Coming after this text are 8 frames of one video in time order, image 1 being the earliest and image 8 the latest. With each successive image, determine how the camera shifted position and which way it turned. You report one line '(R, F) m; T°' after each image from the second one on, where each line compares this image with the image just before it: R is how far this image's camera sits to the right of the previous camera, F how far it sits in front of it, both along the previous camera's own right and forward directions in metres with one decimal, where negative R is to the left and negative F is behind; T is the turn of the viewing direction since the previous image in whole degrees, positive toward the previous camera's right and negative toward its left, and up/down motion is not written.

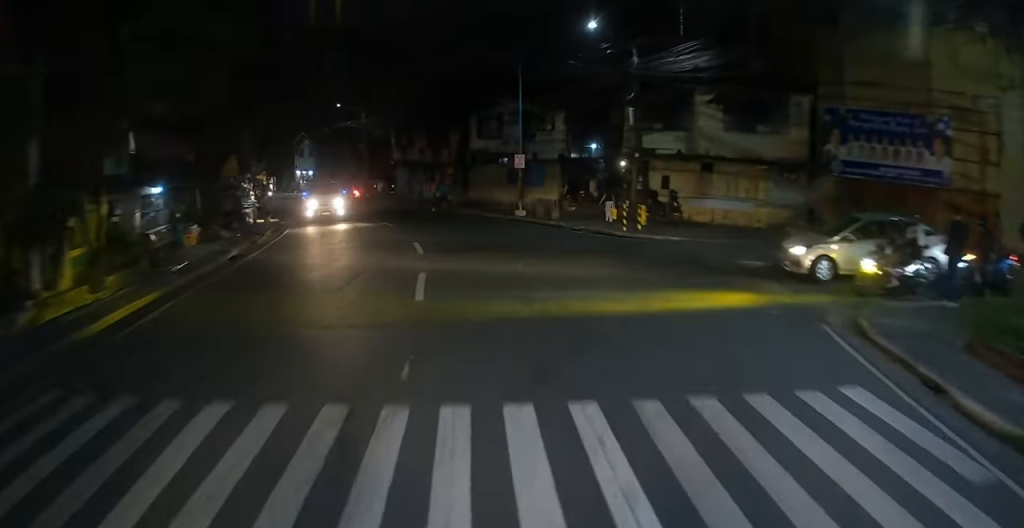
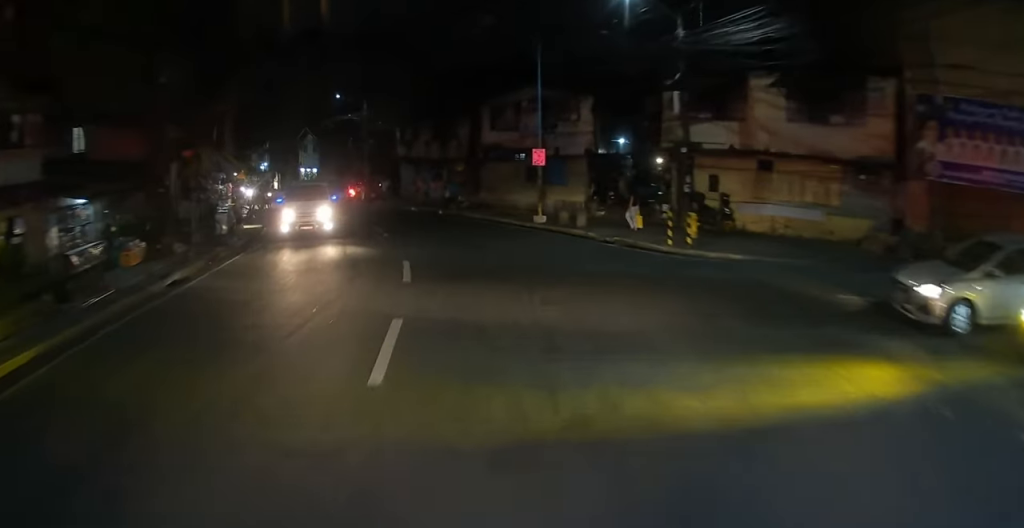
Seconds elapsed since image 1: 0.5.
(+0.3, +4.7) m; -4°
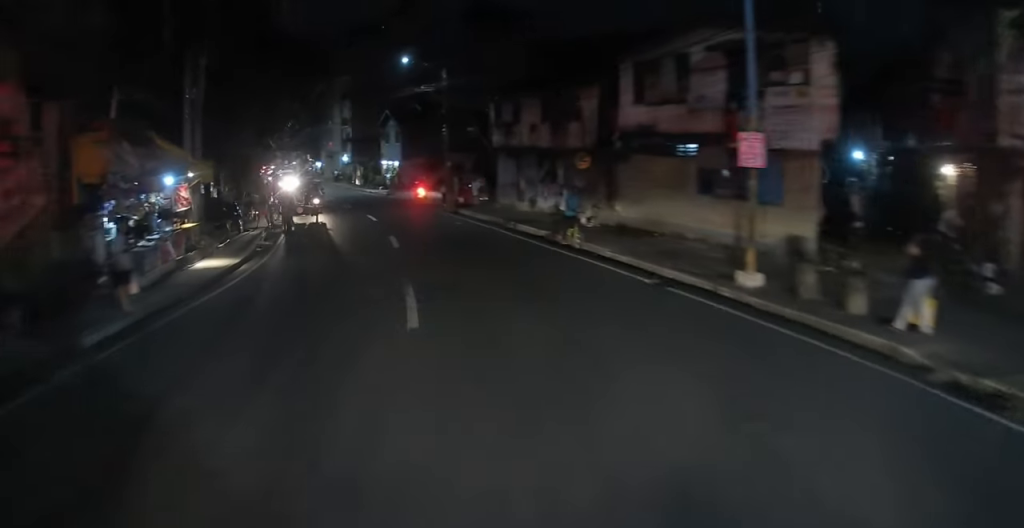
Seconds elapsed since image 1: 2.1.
(-2.6, +12.8) m; -17°
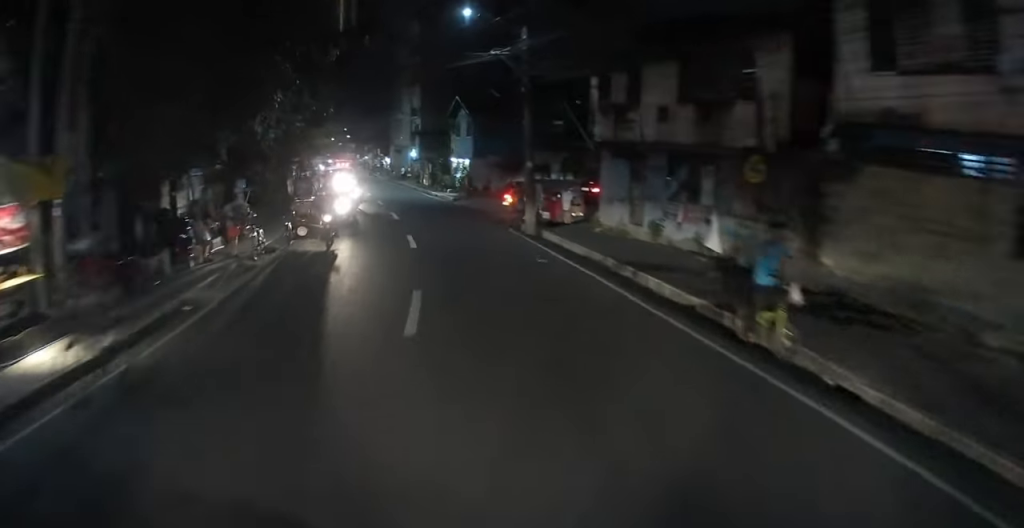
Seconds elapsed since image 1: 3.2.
(-0.7, +9.1) m; -8°
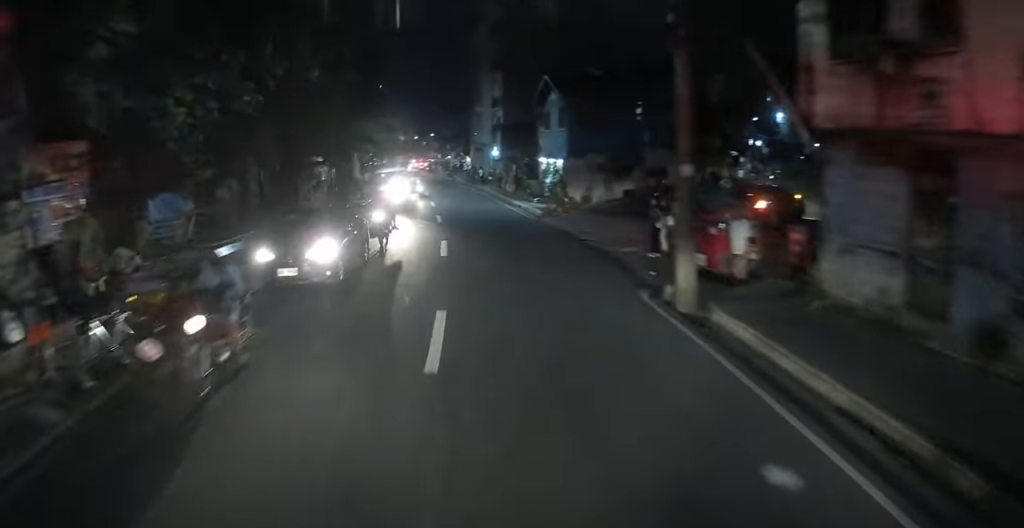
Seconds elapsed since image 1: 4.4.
(-0.7, +10.1) m; -7°
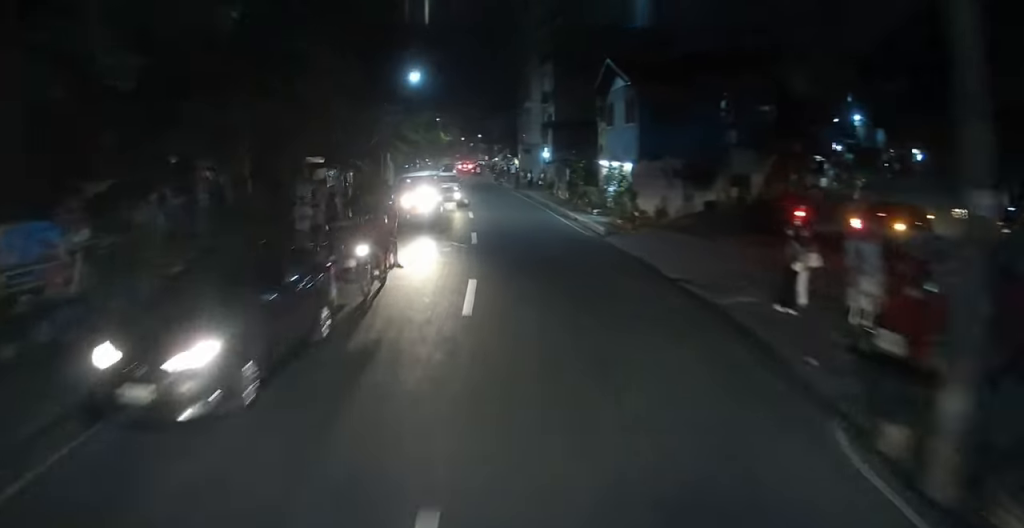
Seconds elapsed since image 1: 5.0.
(-0.2, +5.6) m; -5°
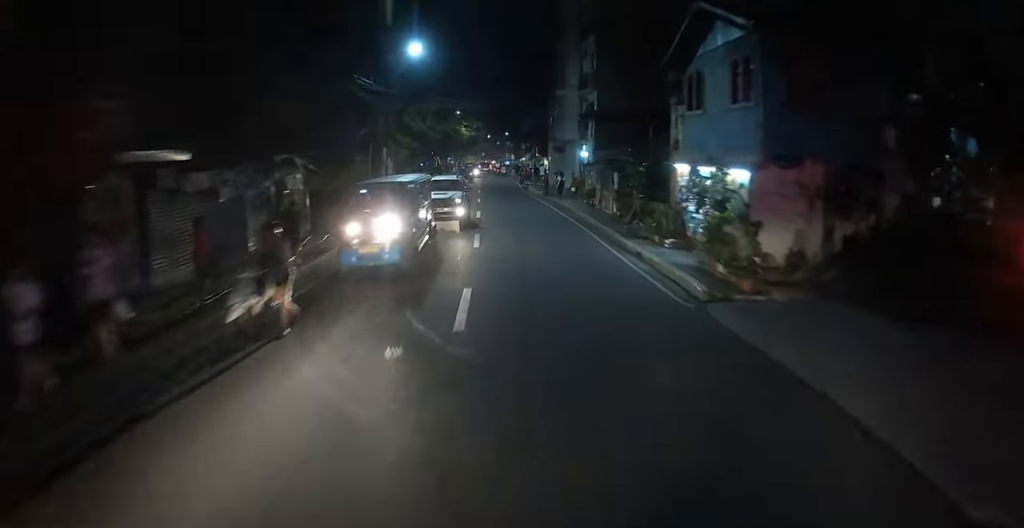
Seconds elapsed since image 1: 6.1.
(-0.7, +9.3) m; -7°
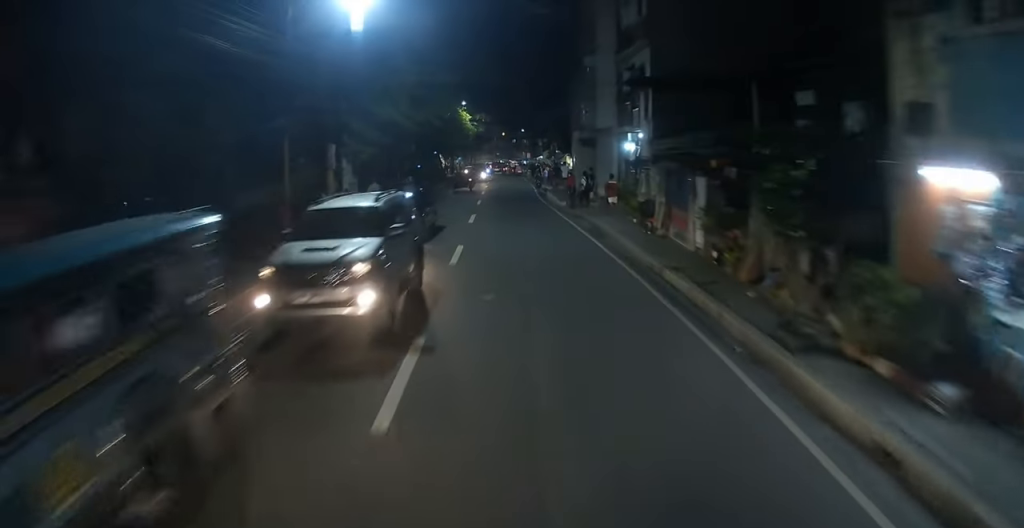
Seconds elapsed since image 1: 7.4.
(-0.4, +11.5) m; -2°
